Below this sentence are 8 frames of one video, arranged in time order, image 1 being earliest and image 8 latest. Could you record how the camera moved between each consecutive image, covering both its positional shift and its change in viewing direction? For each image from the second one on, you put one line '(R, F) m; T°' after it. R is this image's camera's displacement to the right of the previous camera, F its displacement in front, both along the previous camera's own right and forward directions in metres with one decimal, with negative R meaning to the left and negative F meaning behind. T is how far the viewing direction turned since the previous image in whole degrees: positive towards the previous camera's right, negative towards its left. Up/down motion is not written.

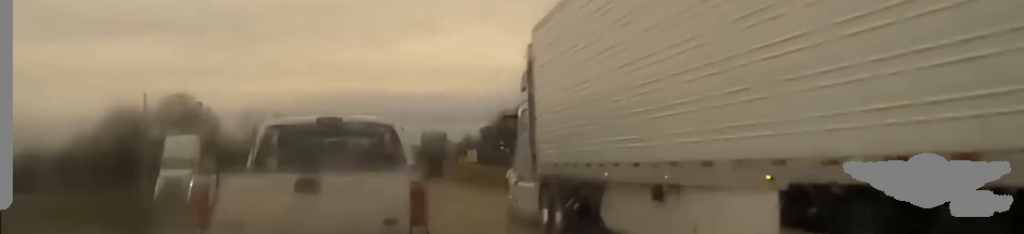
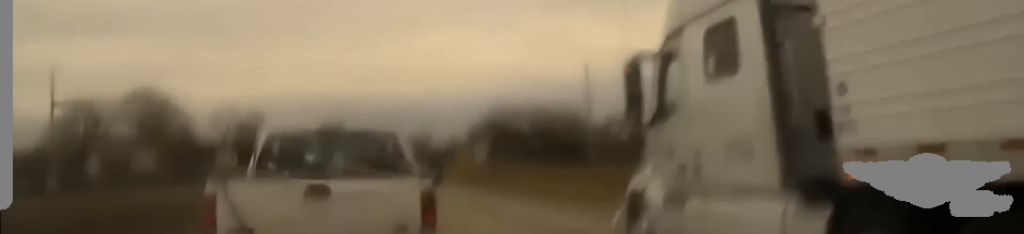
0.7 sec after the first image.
(-0.3, +23.6) m; +1°
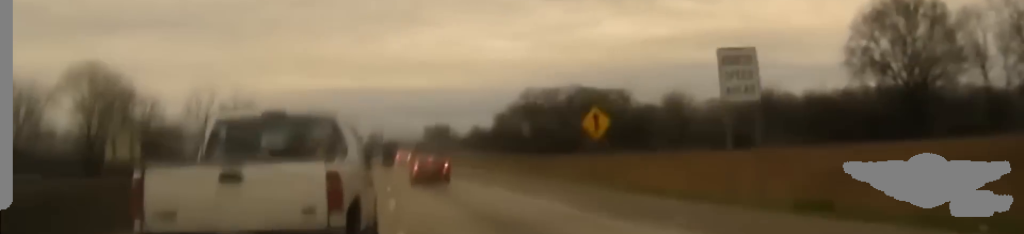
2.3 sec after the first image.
(+1.3, +57.3) m; 0°
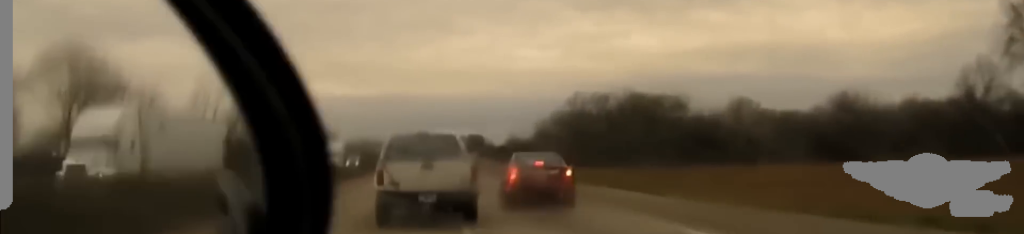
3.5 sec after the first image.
(-1.1, +37.1) m; -2°
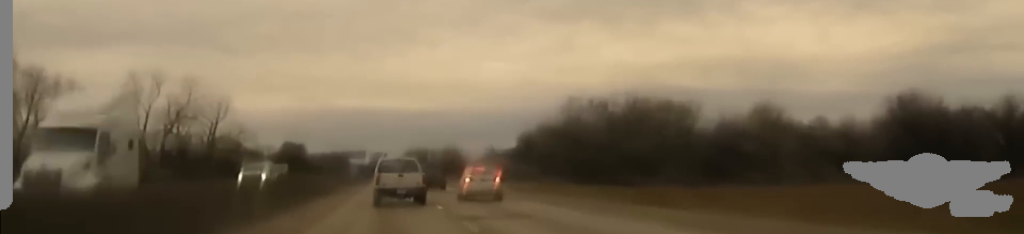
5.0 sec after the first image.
(+0.1, +43.2) m; +1°
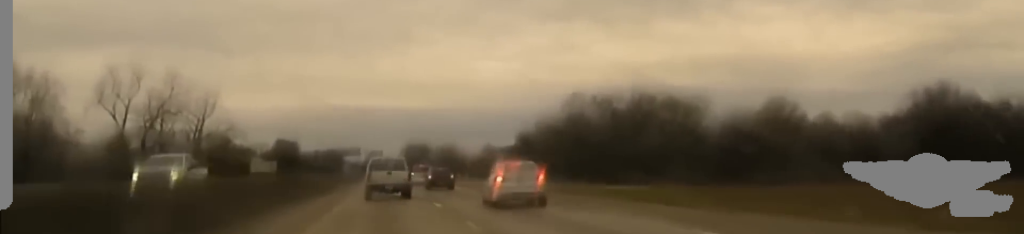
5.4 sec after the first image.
(0.0, +13.1) m; 0°
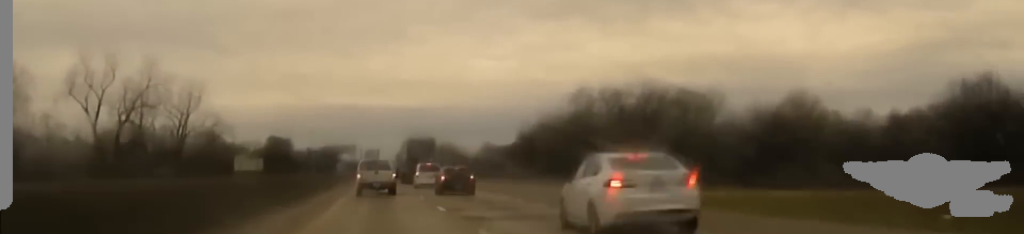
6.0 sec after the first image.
(0.0, +15.5) m; 0°
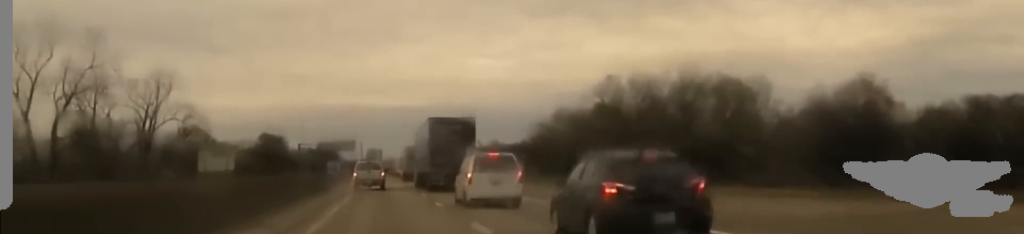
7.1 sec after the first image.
(+0.3, +33.0) m; 0°
